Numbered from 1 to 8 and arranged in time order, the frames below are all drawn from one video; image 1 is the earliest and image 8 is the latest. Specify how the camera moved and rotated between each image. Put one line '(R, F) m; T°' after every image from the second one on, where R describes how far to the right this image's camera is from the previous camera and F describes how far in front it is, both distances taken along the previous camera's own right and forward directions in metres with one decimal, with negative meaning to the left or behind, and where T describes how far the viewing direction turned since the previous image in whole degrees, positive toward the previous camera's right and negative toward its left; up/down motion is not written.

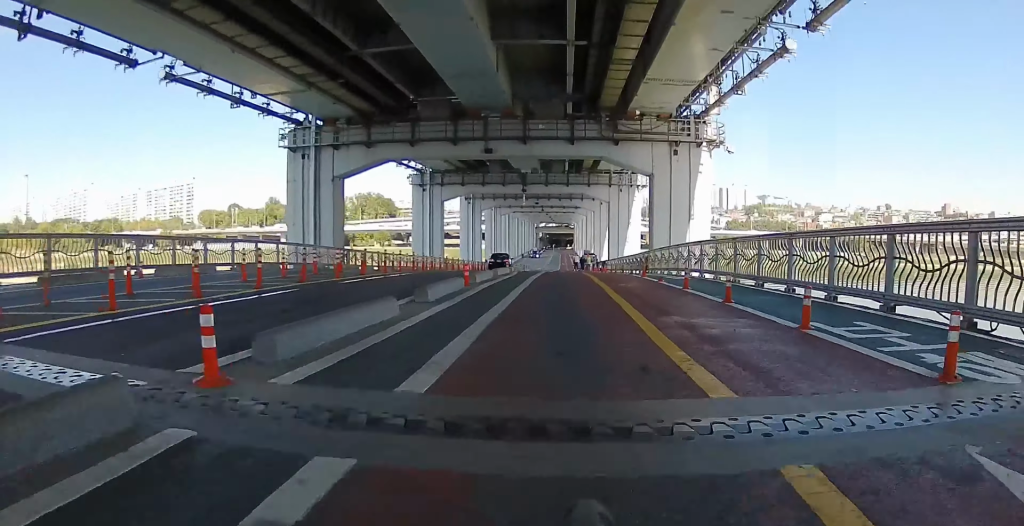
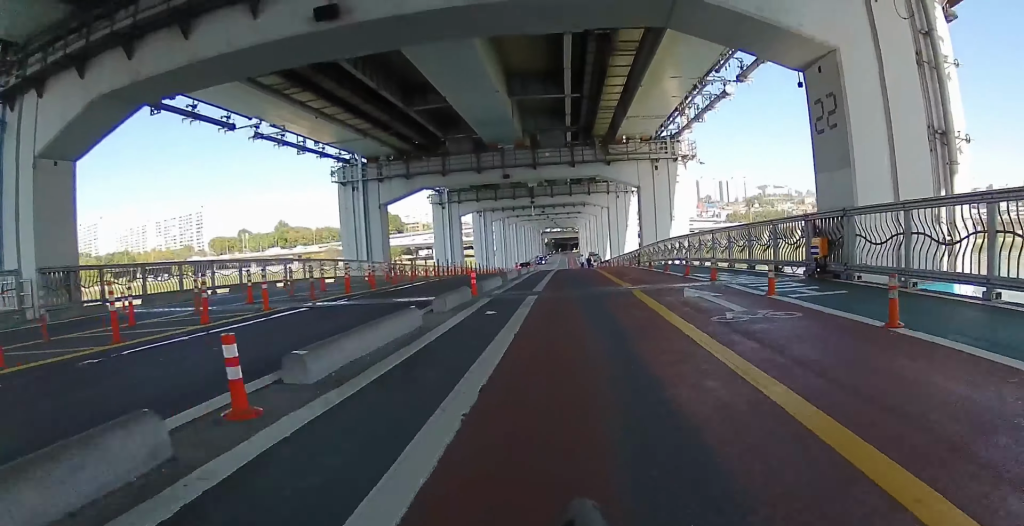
(-0.2, +7.4) m; -2°
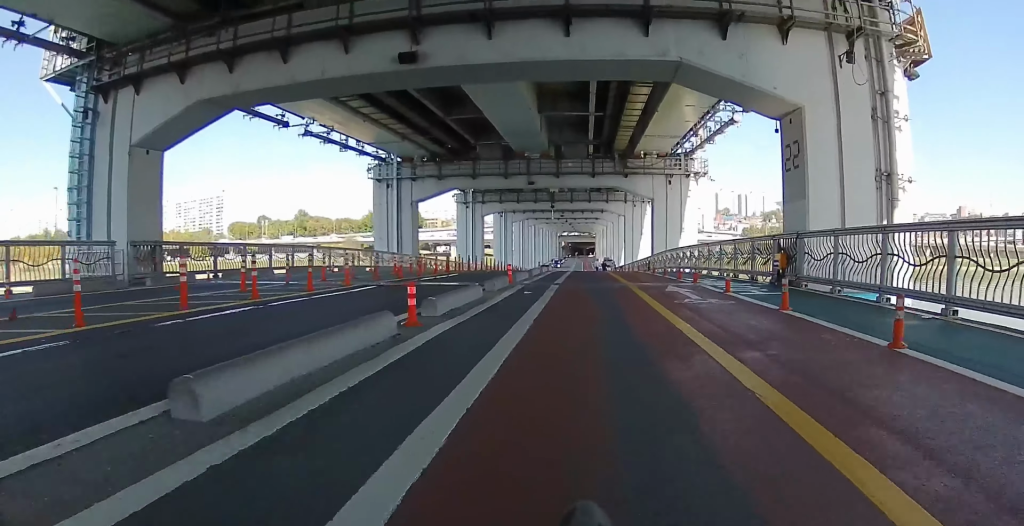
(0.0, +3.0) m; -1°
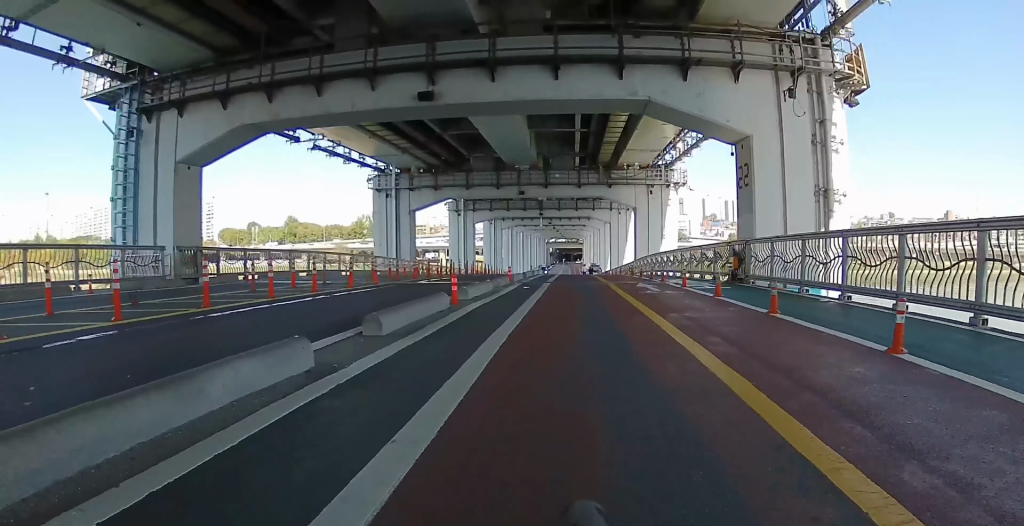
(0.0, +2.9) m; -1°
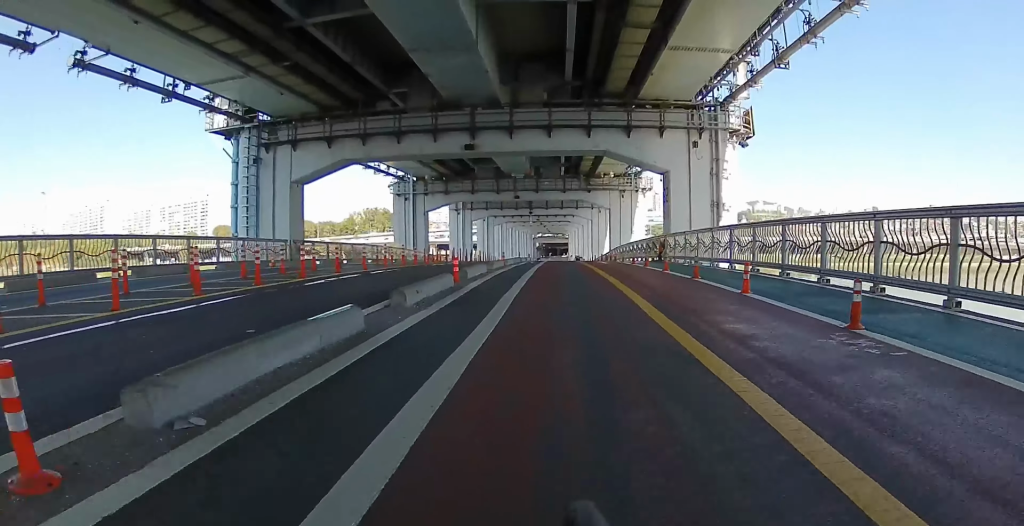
(0.0, +9.9) m; +1°
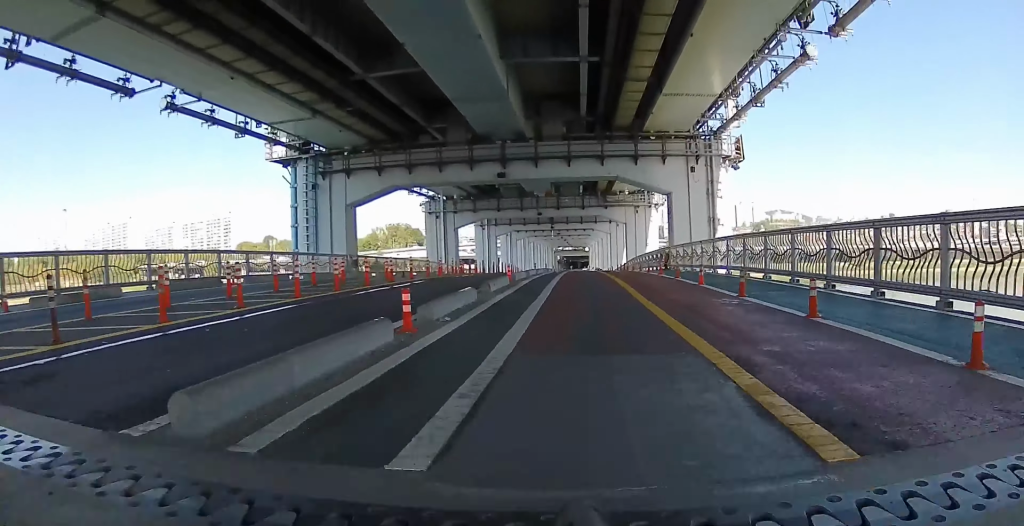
(0.0, +4.5) m; +1°
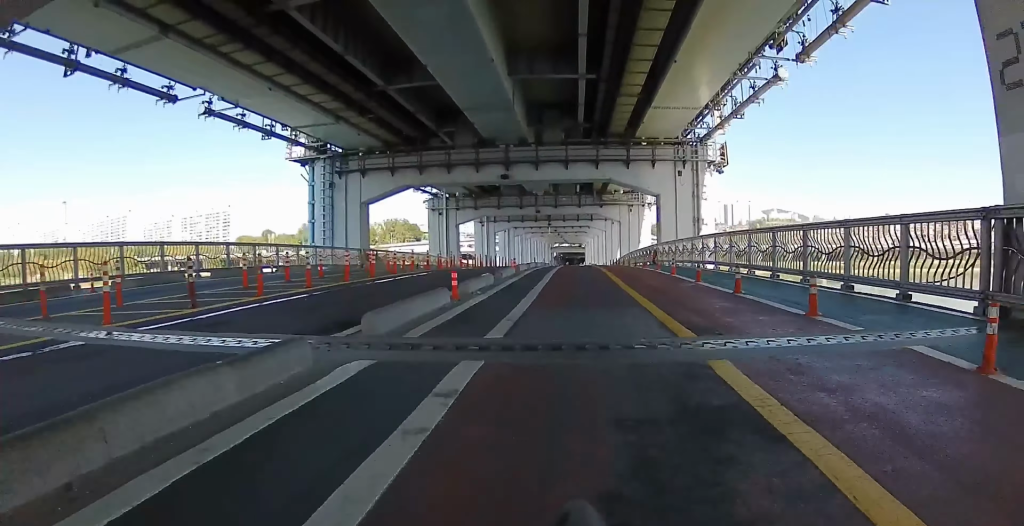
(0.0, +2.8) m; 0°
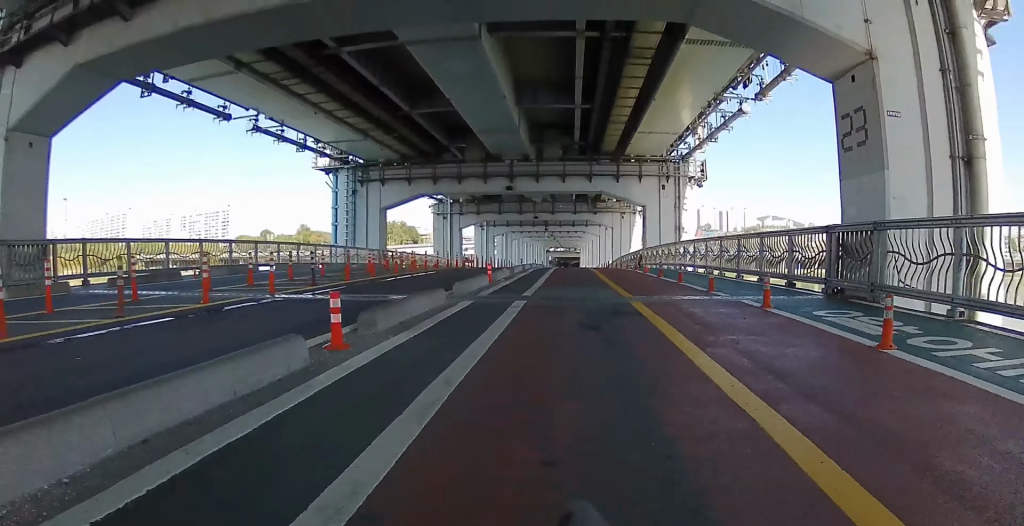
(0.0, +4.3) m; 0°
